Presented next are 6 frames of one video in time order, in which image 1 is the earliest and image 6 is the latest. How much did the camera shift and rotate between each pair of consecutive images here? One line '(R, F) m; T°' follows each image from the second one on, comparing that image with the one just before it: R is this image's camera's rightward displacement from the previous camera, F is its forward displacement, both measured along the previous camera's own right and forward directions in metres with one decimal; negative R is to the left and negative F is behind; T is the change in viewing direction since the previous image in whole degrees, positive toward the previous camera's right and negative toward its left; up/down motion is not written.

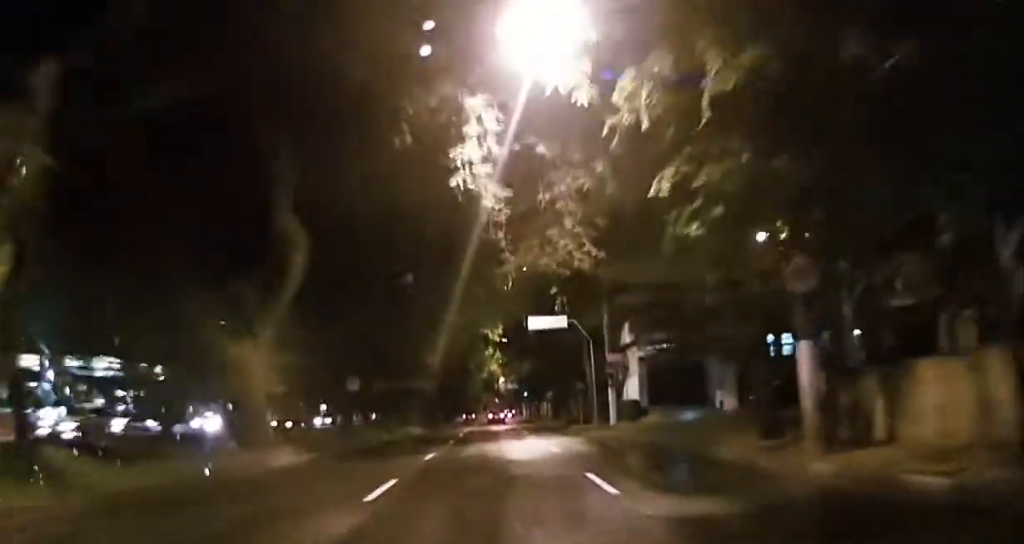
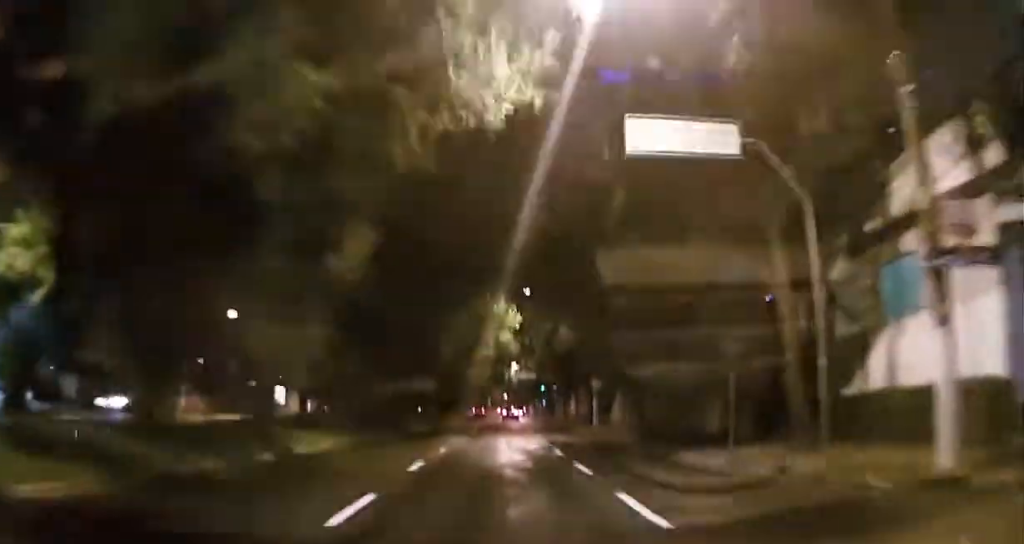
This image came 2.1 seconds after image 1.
(+0.2, +27.6) m; 0°
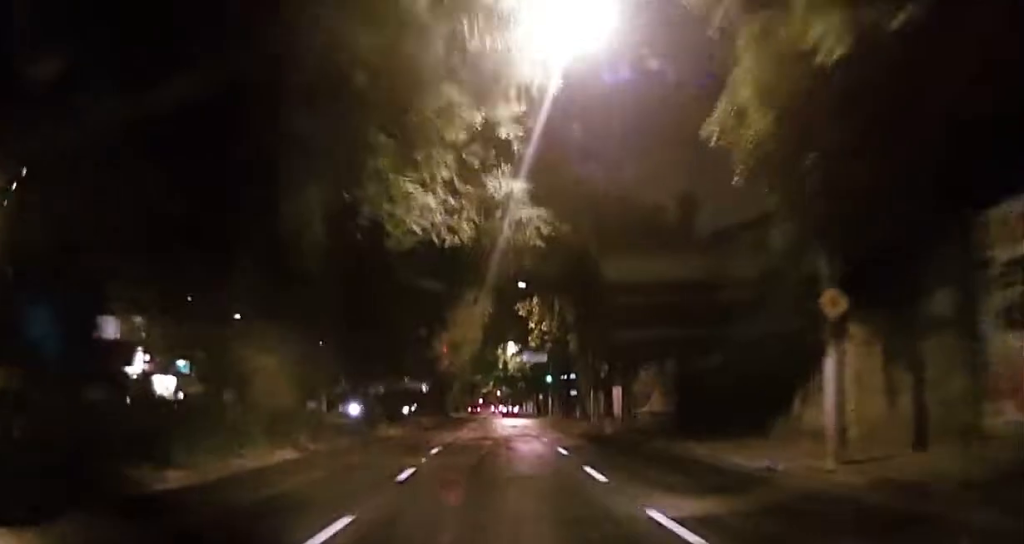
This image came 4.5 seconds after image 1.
(-0.3, +32.9) m; 0°
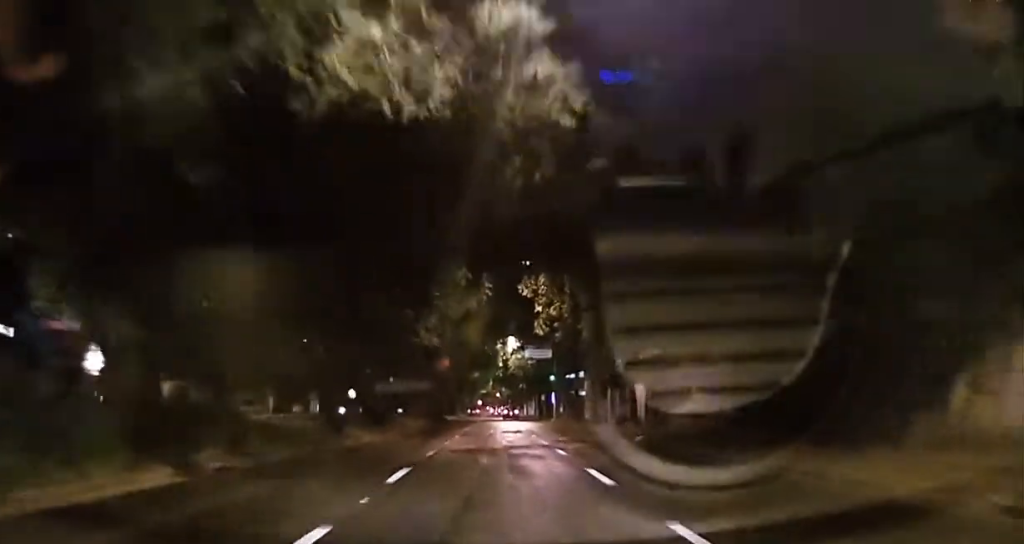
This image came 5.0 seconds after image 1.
(0.0, +7.5) m; +1°
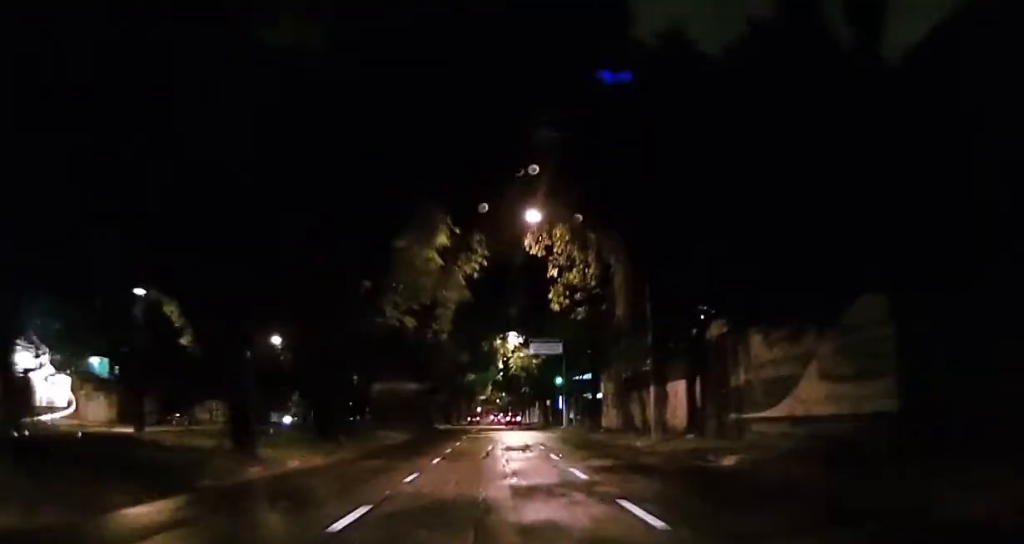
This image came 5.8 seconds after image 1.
(+0.2, +10.6) m; +1°
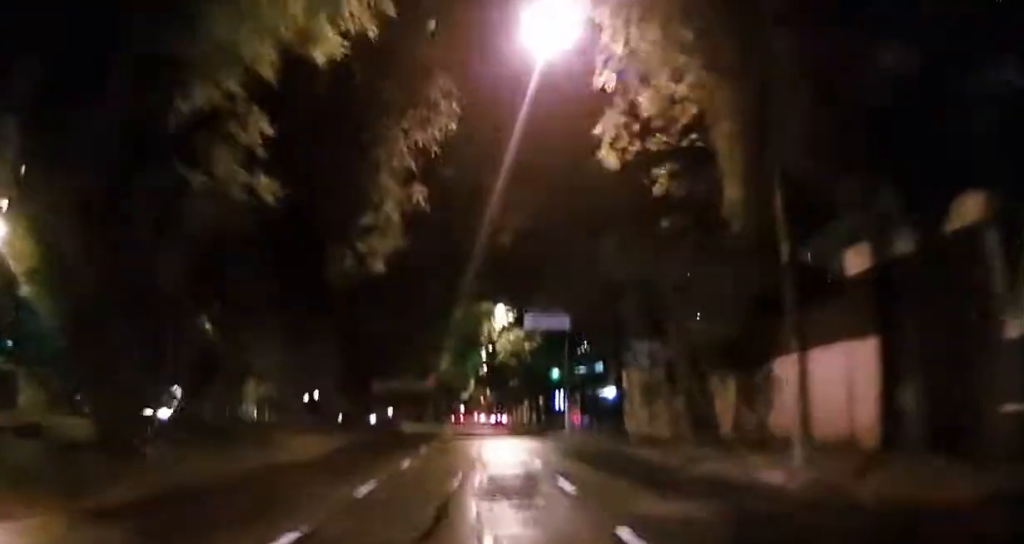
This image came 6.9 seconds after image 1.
(0.0, +14.5) m; 0°
